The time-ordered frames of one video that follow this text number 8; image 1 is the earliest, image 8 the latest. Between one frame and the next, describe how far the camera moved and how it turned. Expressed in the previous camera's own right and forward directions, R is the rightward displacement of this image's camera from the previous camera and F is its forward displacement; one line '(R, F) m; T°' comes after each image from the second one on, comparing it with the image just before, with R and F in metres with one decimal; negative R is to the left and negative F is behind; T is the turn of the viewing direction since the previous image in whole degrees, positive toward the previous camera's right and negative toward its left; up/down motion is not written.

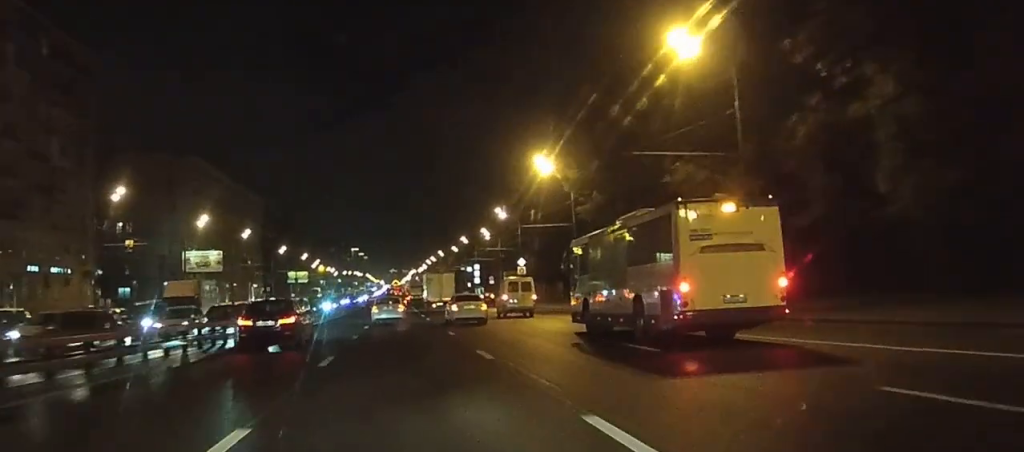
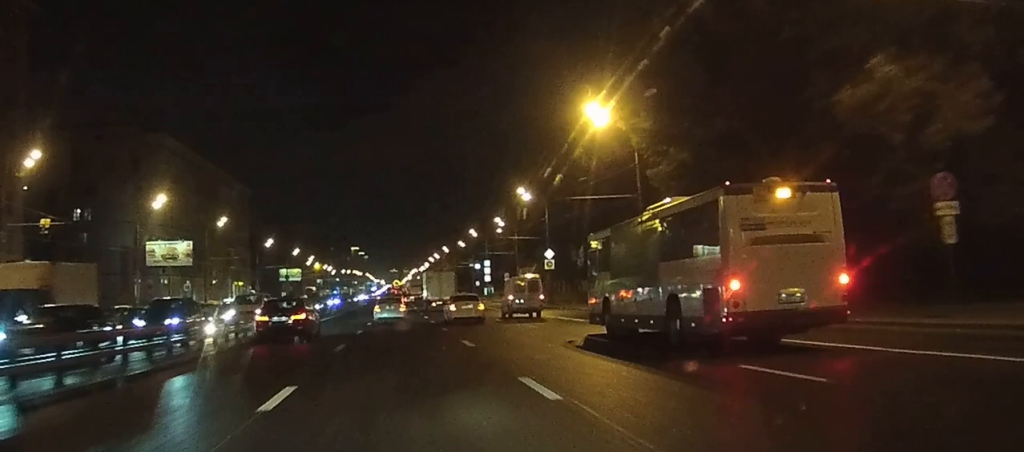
(0.0, +19.7) m; 0°
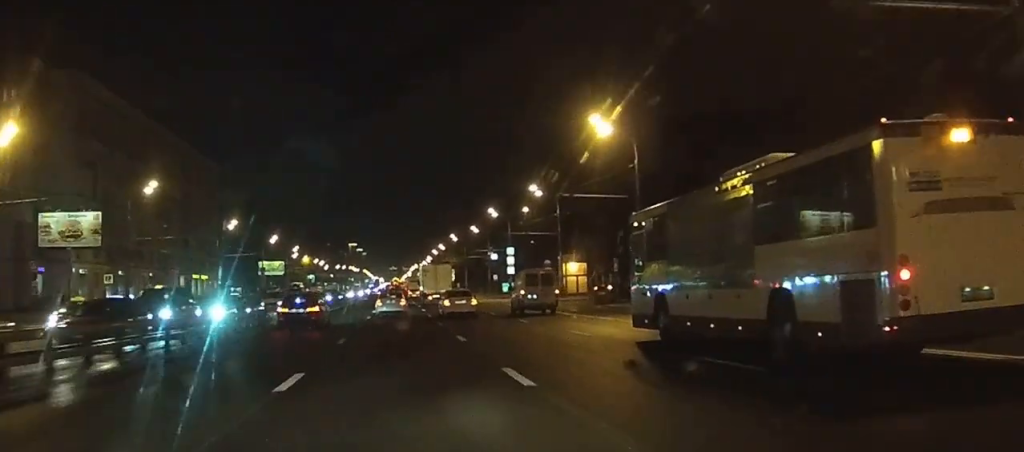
(-0.1, +34.8) m; 0°
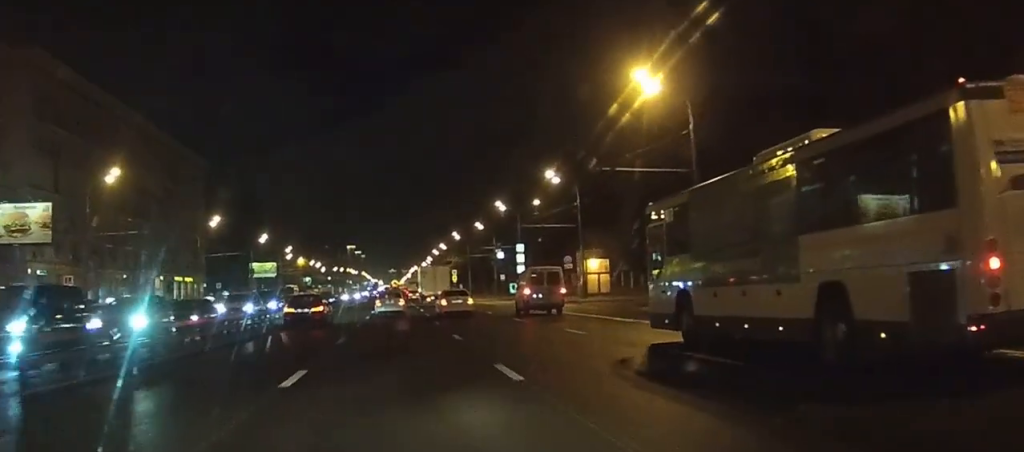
(0.0, +11.3) m; 0°
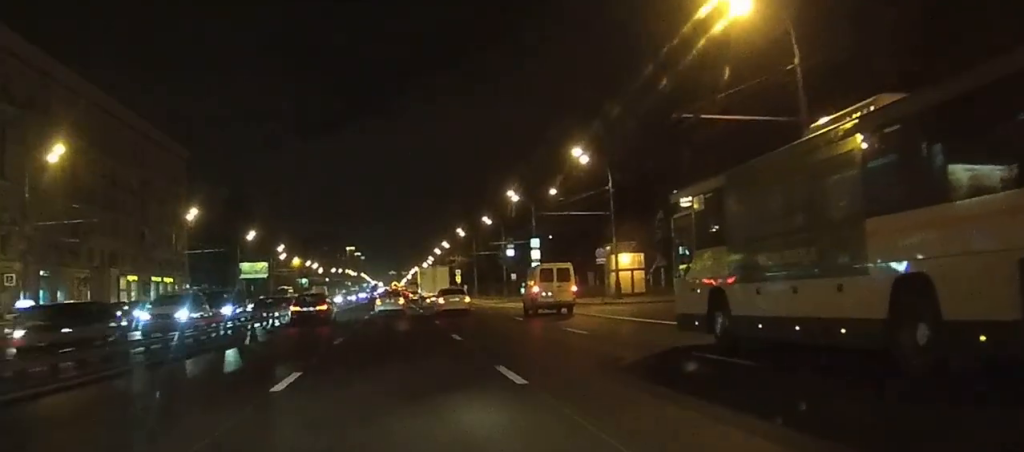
(0.0, +12.9) m; 0°
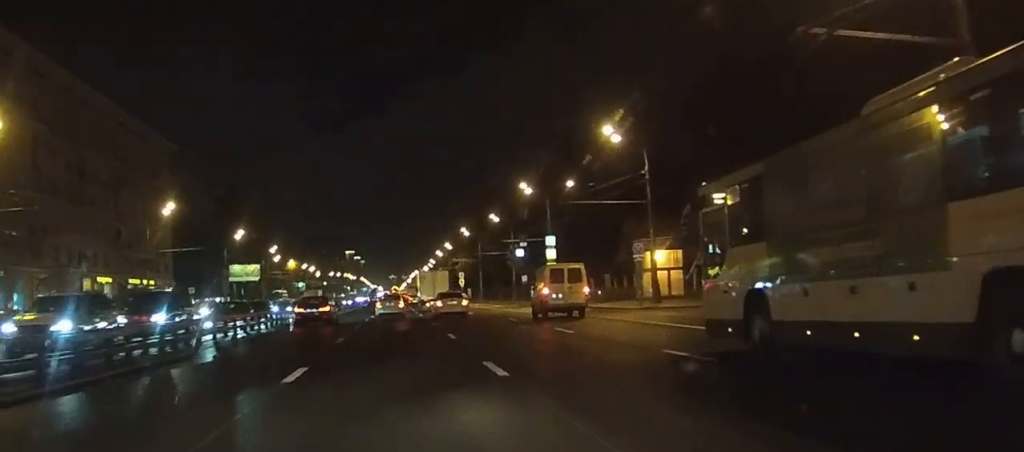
(0.0, +10.6) m; 0°
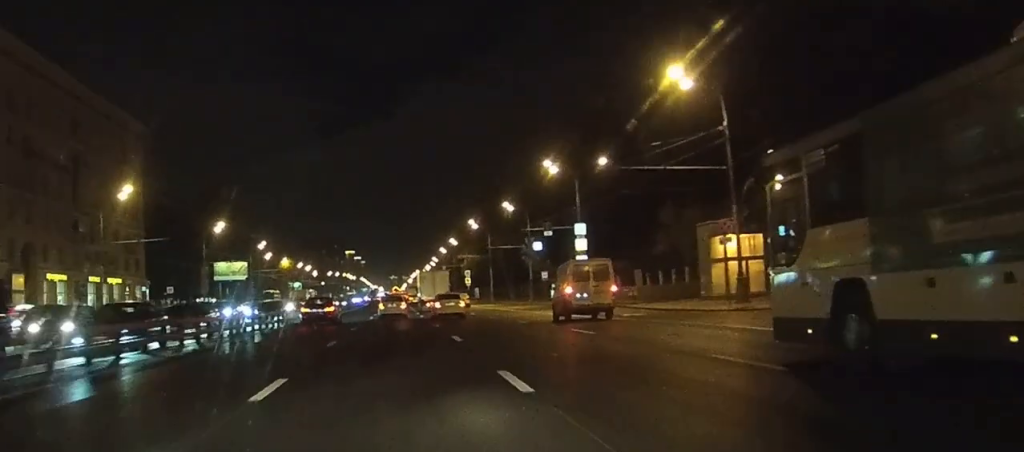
(0.0, +15.1) m; 0°
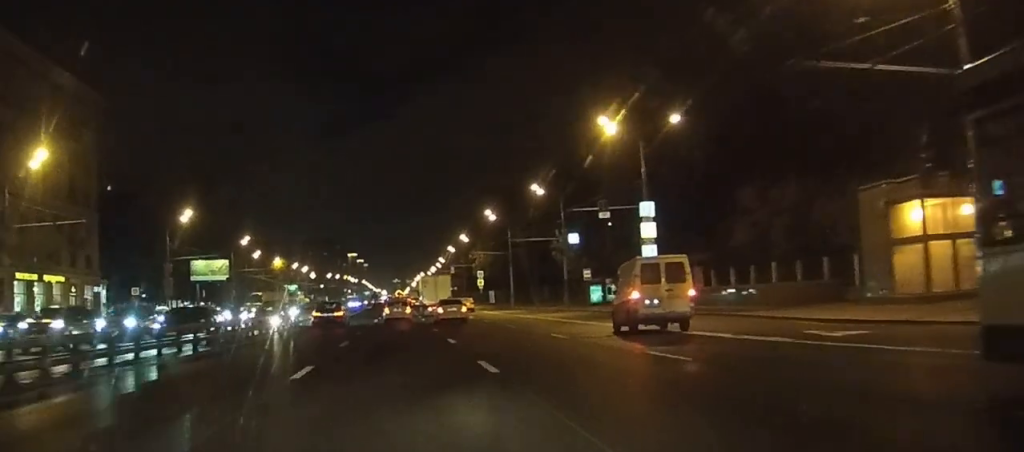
(0.0, +20.3) m; 0°
